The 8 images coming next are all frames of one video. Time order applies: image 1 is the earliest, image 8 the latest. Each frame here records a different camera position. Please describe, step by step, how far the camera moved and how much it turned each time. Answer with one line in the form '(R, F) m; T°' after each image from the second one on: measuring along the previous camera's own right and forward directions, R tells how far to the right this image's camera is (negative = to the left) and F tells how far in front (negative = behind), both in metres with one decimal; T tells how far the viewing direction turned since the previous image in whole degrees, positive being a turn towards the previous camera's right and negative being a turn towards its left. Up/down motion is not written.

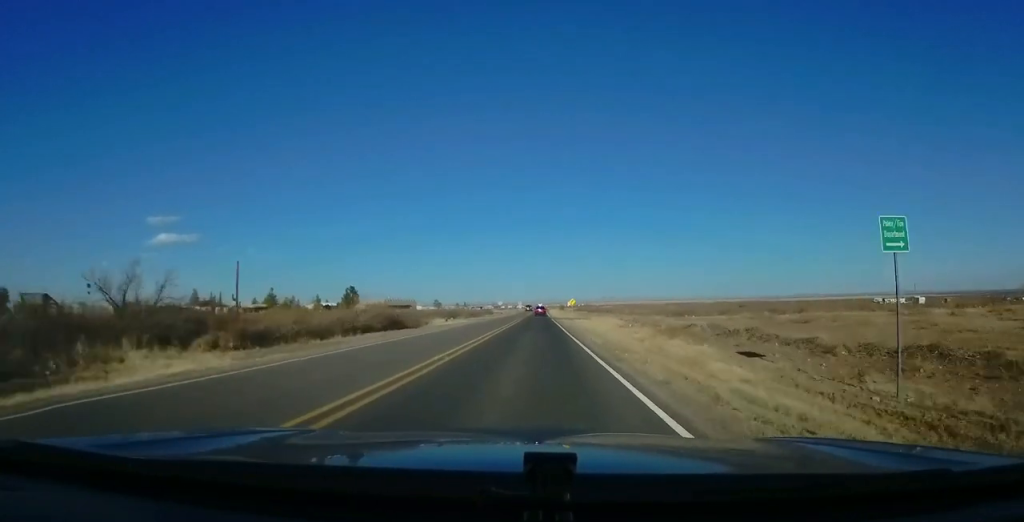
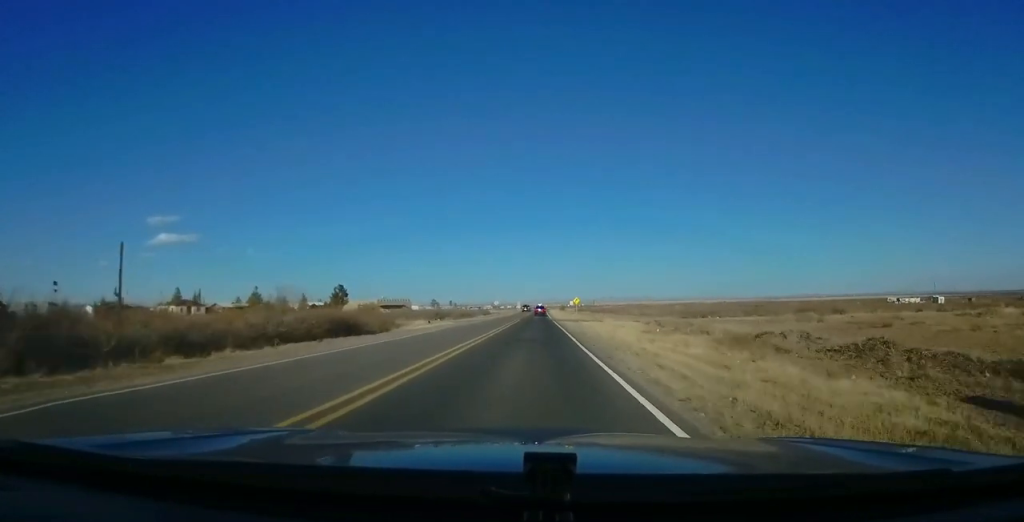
(+0.1, +12.6) m; +1°
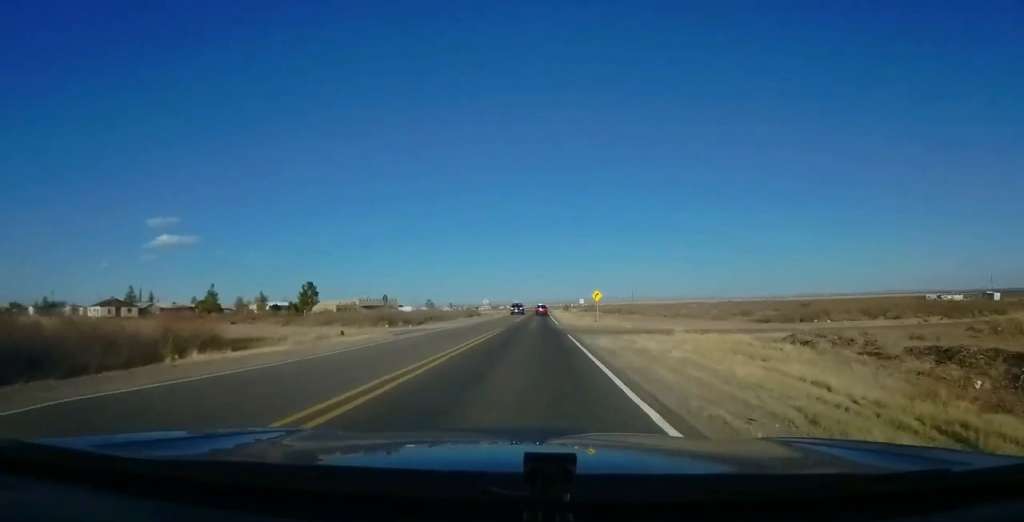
(+0.3, +30.7) m; 0°
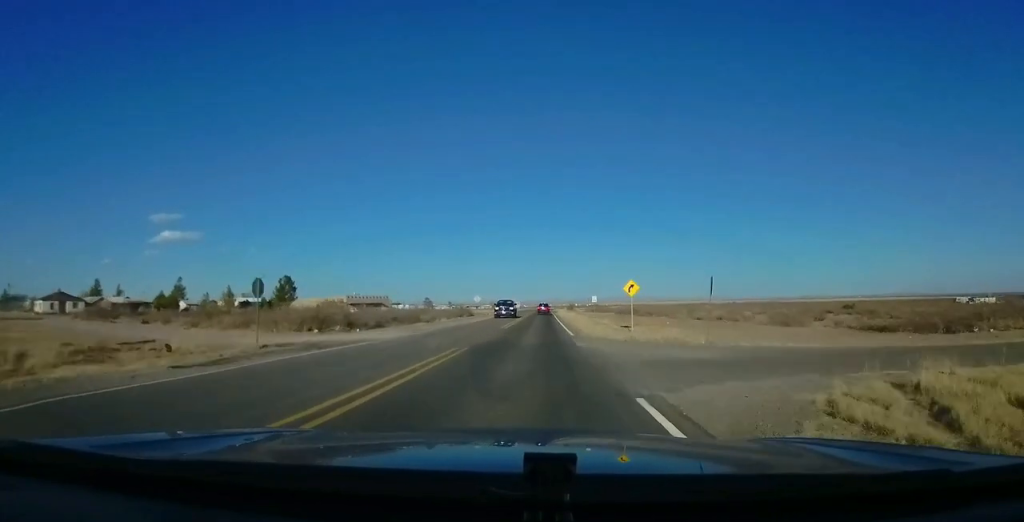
(-0.4, +19.7) m; 0°
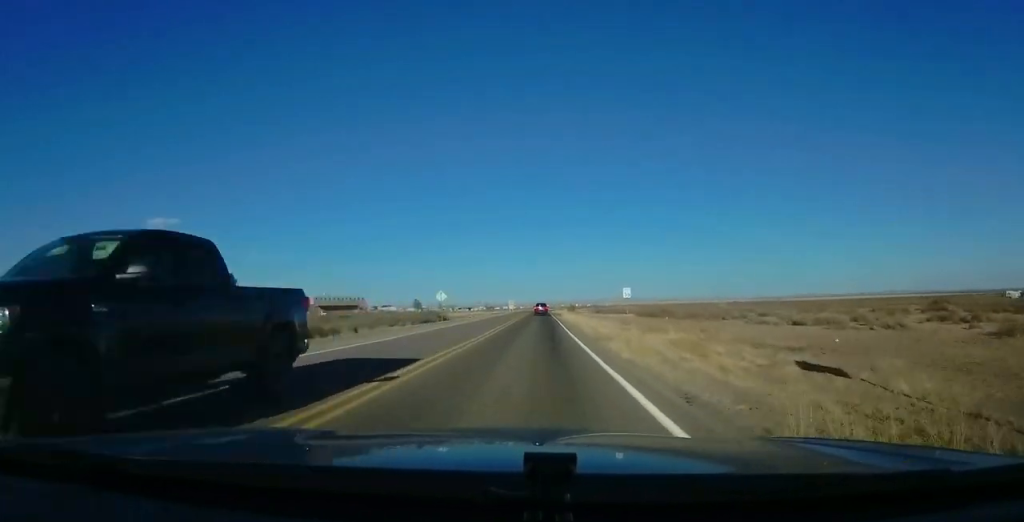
(+0.3, +31.9) m; -1°
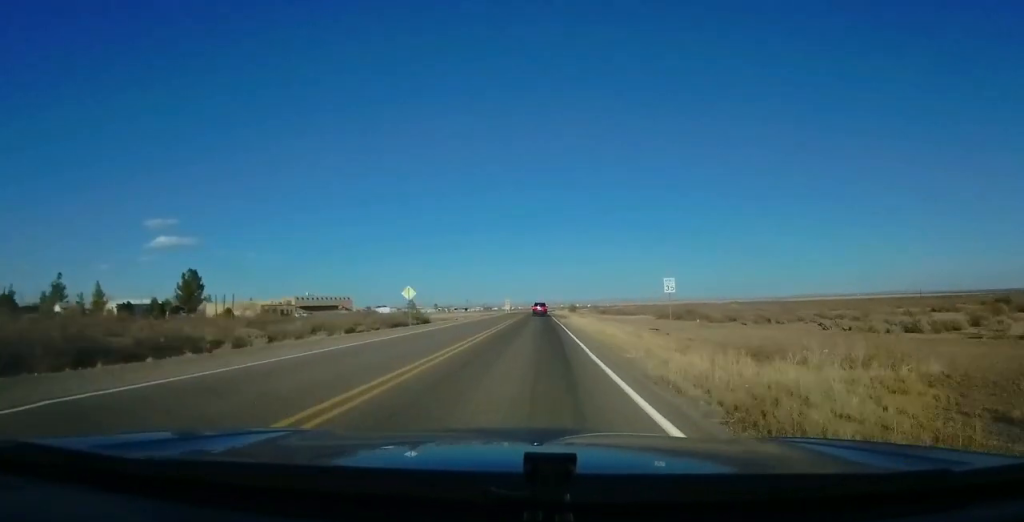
(-0.2, +15.4) m; 0°
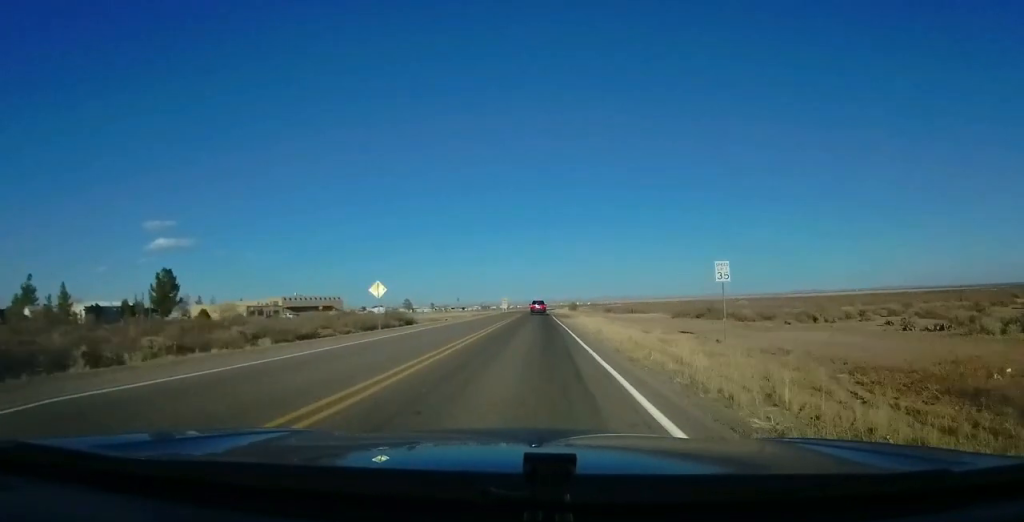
(0.0, +9.1) m; +1°
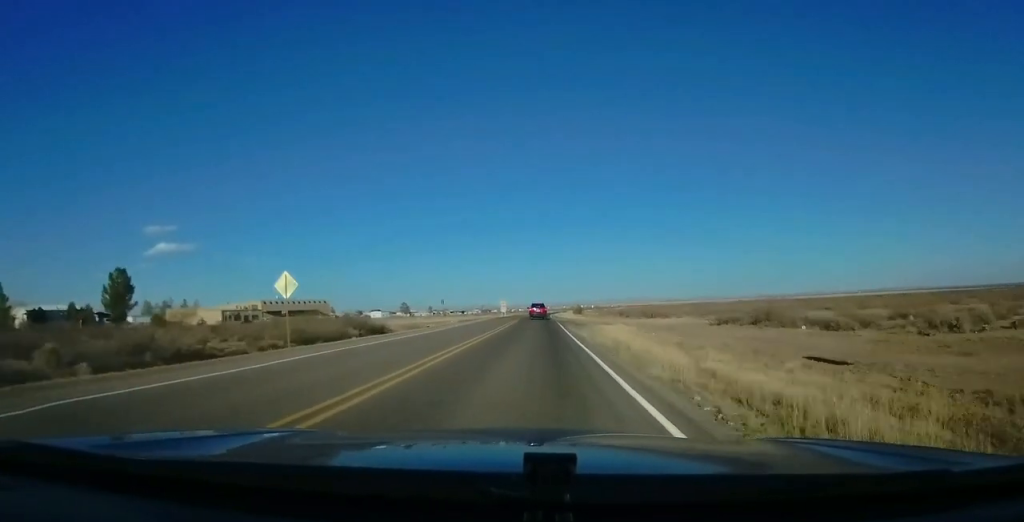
(+0.2, +15.6) m; 0°
